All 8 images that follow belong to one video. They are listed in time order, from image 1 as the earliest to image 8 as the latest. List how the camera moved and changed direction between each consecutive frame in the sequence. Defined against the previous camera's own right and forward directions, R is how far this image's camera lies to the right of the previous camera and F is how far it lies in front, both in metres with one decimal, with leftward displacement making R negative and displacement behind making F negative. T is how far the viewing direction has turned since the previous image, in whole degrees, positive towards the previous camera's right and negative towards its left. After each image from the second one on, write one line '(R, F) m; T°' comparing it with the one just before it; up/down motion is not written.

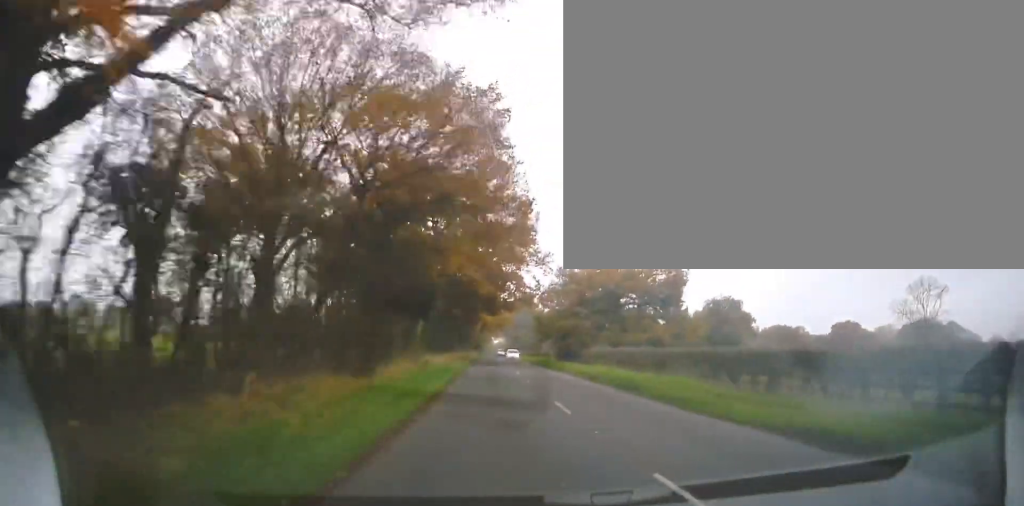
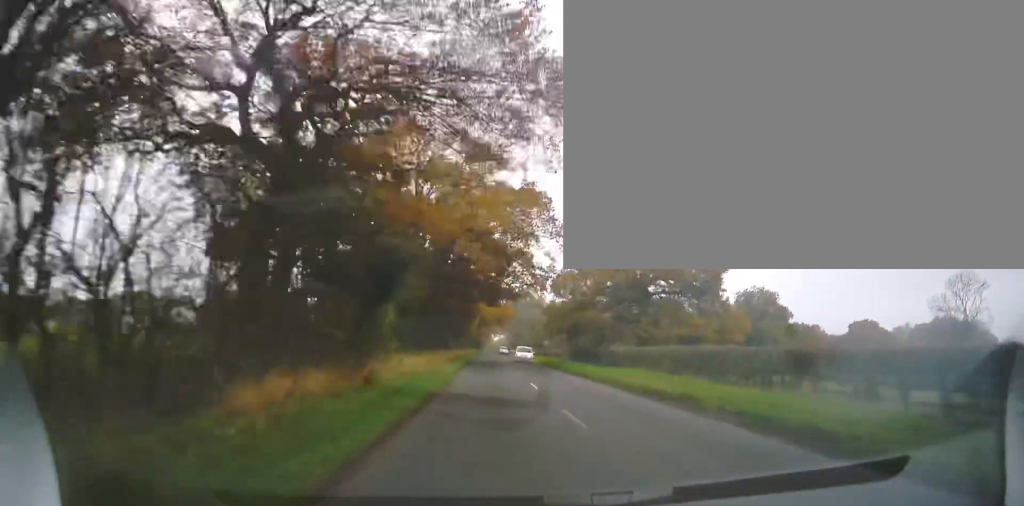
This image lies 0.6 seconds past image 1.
(+0.1, +11.2) m; -1°
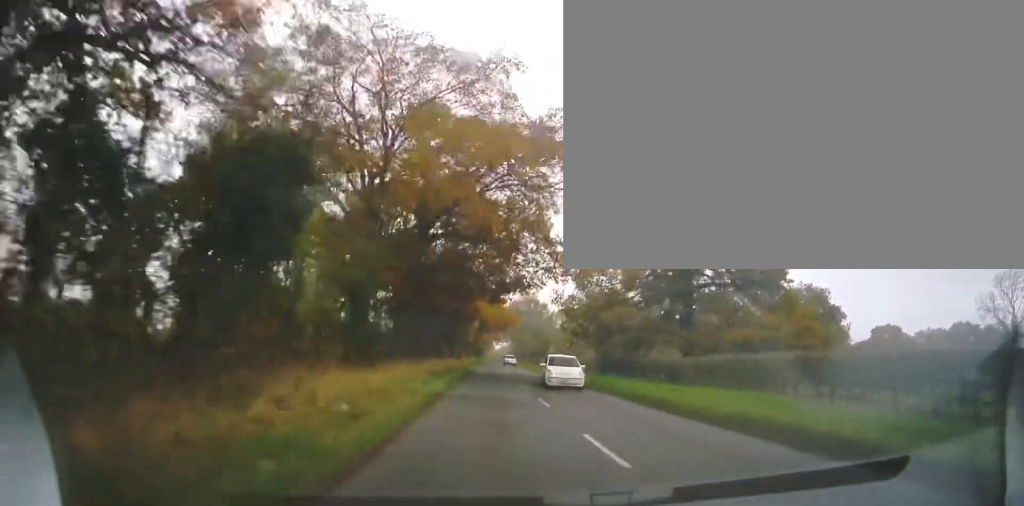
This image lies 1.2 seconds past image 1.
(-0.1, +11.9) m; 0°
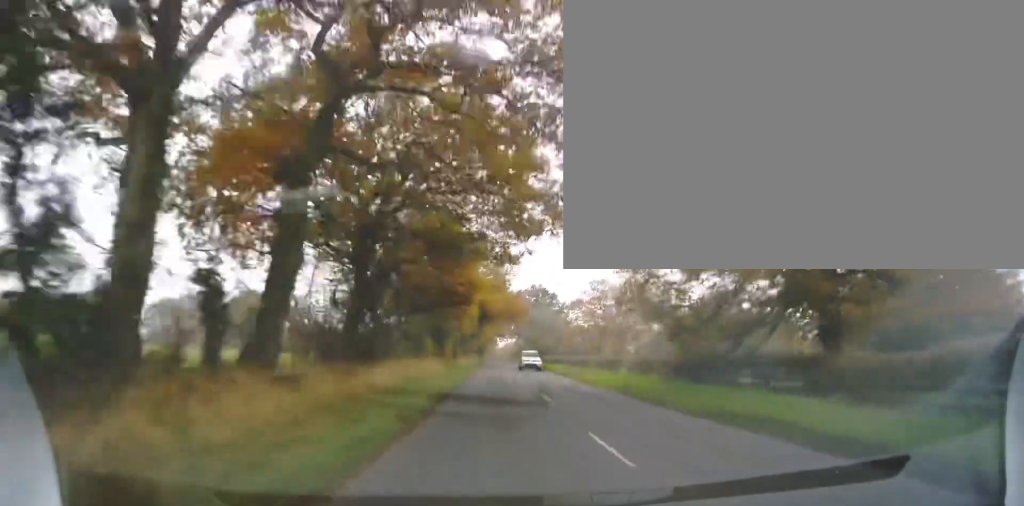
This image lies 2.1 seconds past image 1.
(-0.1, +17.9) m; 0°
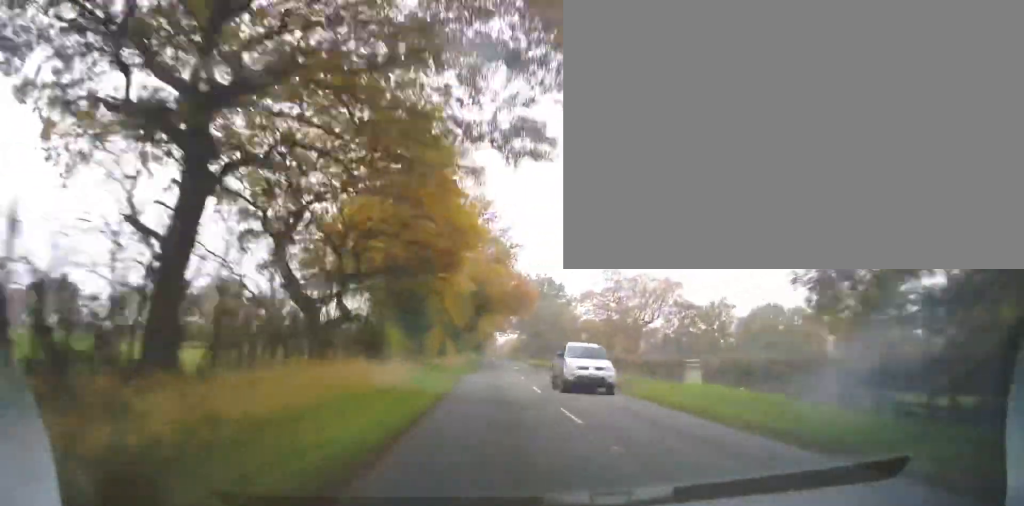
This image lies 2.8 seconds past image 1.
(+0.4, +13.9) m; 0°
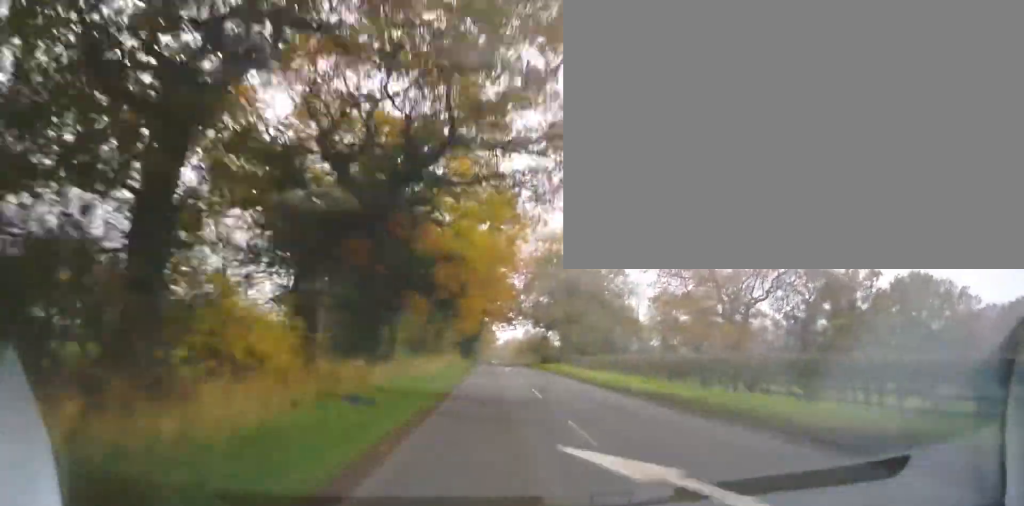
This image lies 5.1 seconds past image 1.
(+0.3, +46.6) m; +1°
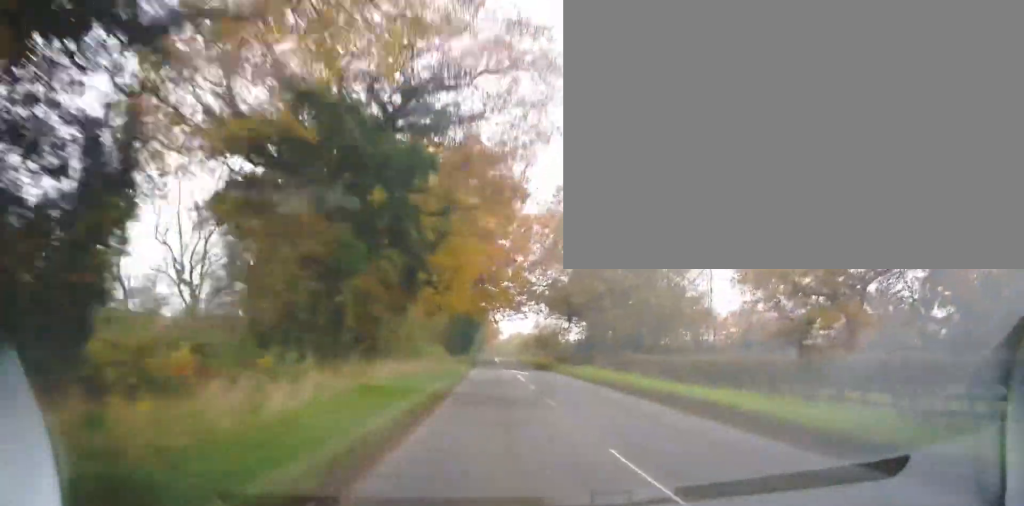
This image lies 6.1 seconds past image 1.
(-0.2, +22.0) m; 0°
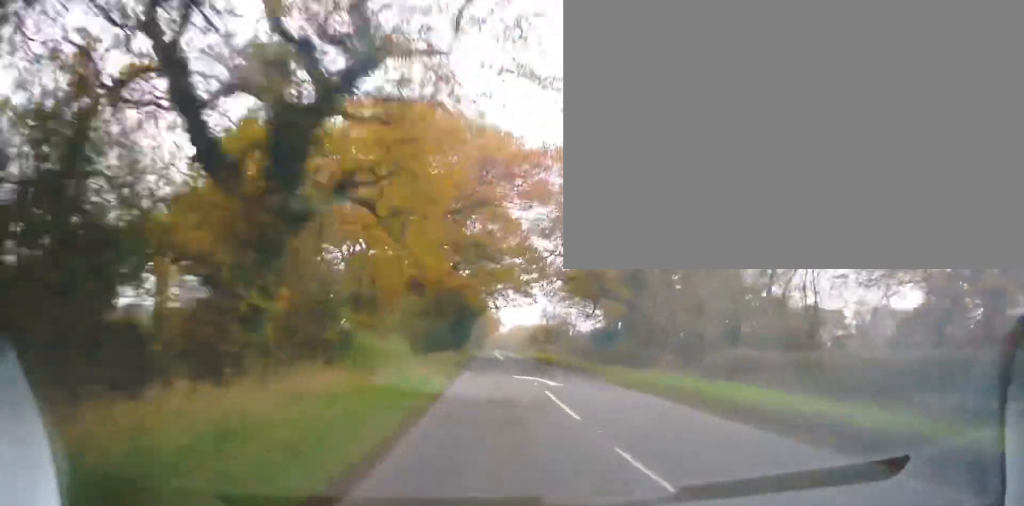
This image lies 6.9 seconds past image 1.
(0.0, +15.2) m; 0°
